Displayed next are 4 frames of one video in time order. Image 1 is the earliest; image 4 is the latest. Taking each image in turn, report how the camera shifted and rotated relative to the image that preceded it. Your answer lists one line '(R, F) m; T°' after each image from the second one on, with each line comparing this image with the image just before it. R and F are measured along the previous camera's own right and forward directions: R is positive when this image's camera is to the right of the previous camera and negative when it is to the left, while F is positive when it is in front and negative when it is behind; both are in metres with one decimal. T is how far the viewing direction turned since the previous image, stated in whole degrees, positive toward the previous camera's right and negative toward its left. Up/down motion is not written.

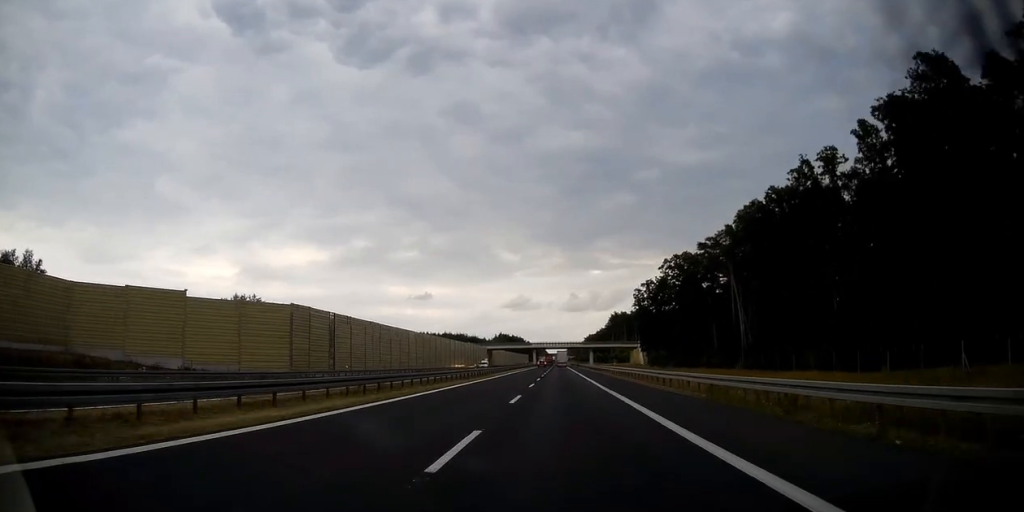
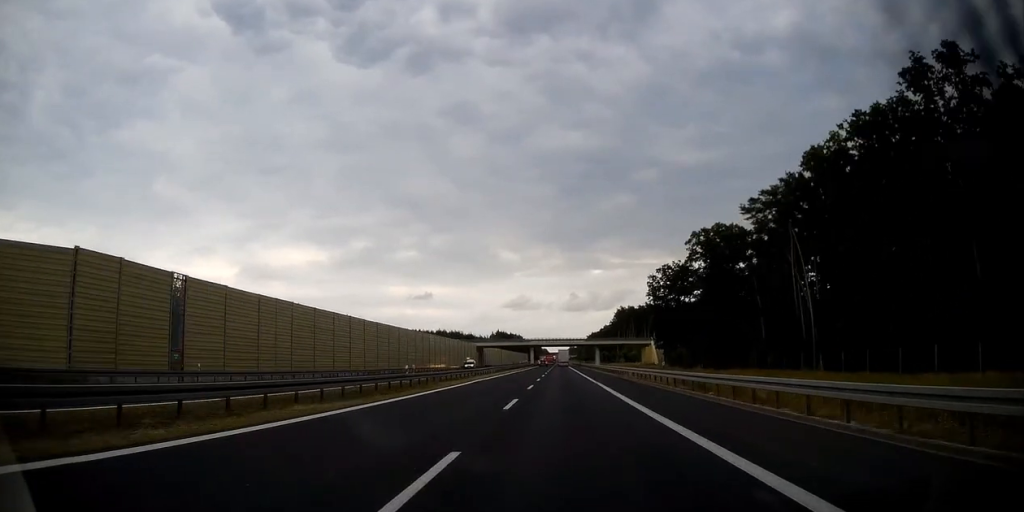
(-0.1, +26.6) m; 0°
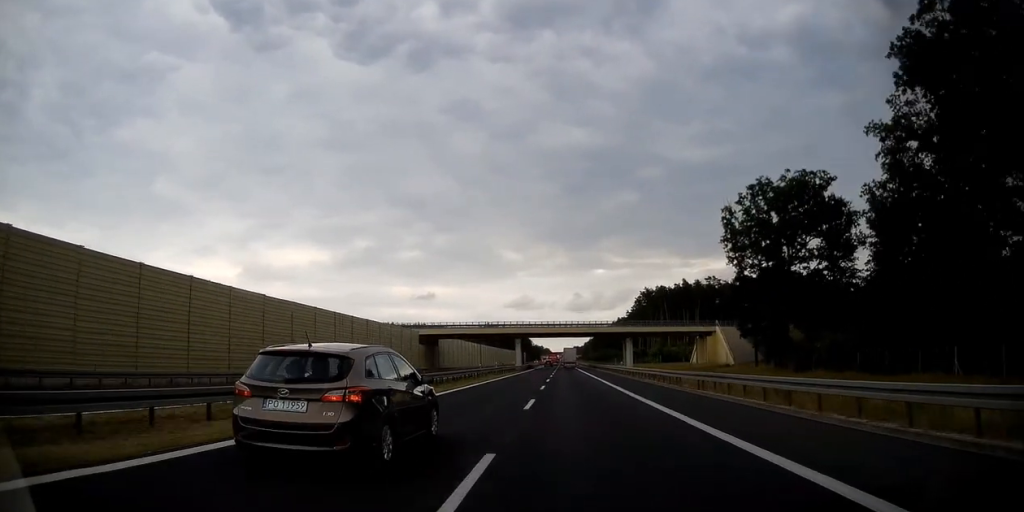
(-0.6, +71.6) m; -1°
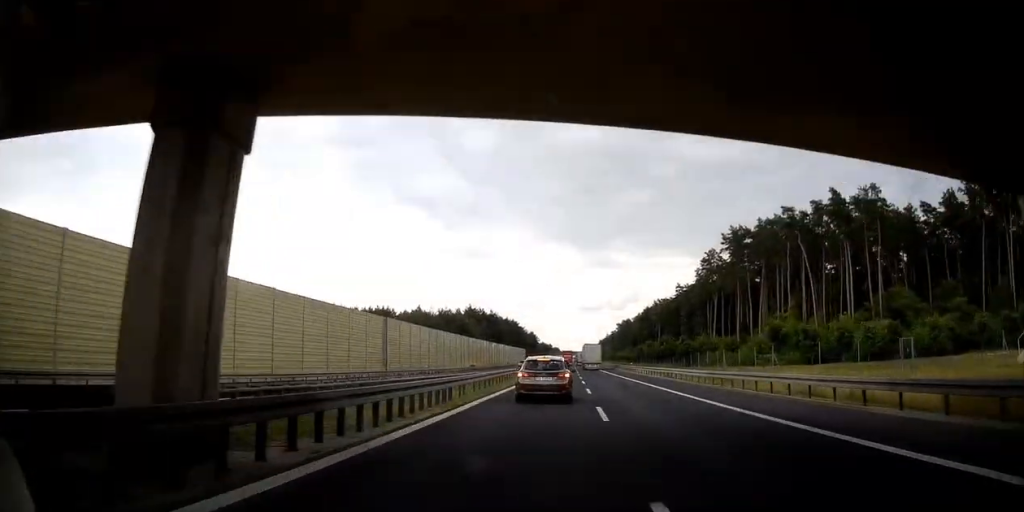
(-0.5, +98.6) m; 0°
